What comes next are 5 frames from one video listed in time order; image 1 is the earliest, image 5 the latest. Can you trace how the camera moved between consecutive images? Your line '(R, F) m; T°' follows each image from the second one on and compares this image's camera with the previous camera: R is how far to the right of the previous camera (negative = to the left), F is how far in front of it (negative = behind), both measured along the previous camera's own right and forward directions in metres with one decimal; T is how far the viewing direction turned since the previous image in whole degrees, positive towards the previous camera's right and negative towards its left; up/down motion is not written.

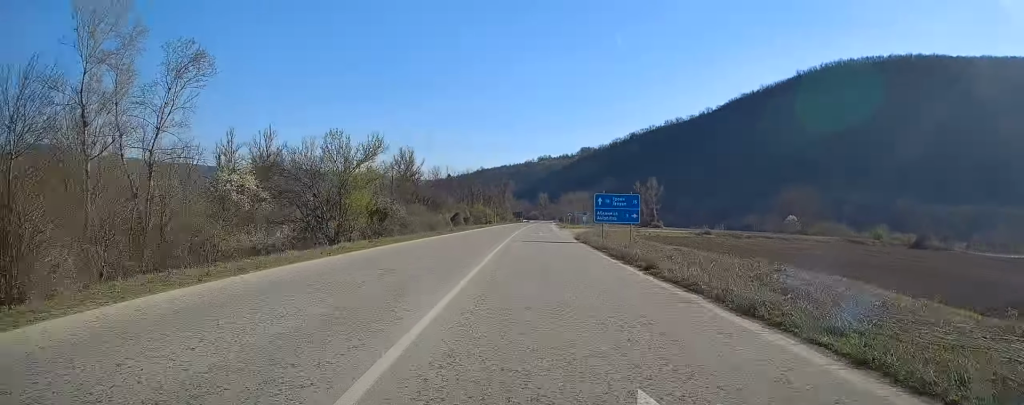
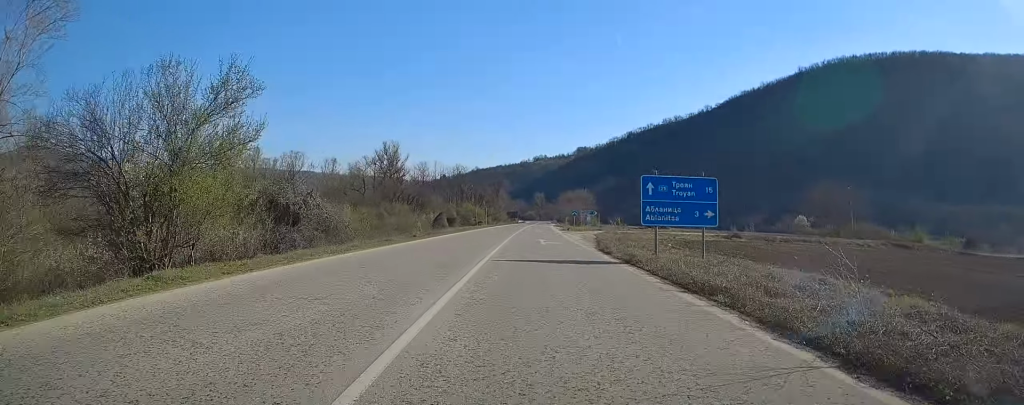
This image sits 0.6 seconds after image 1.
(+0.1, +15.3) m; 0°
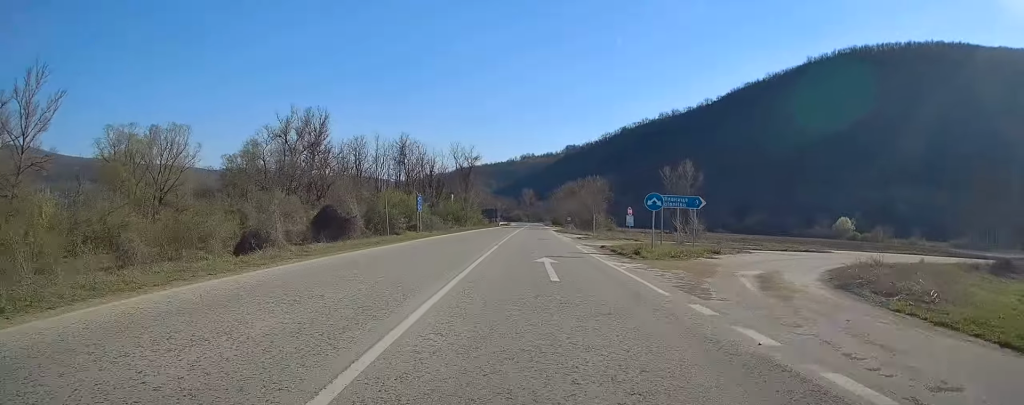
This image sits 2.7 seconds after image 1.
(+0.3, +51.0) m; +1°
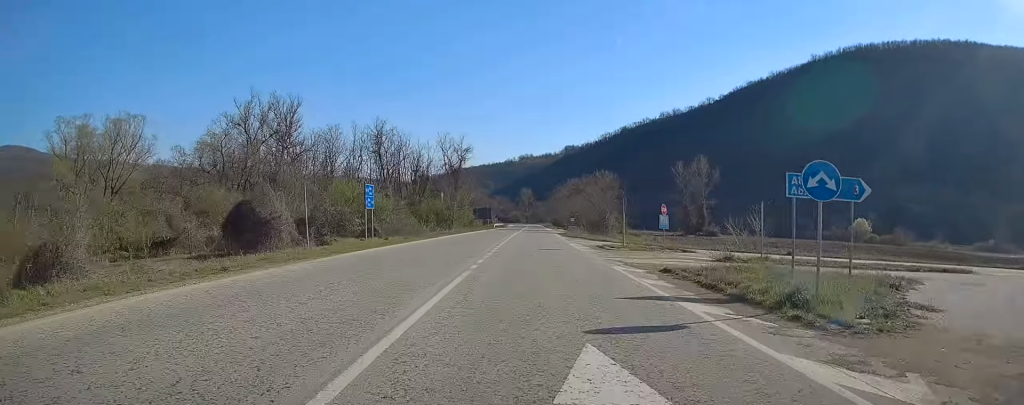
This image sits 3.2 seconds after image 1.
(0.0, +13.7) m; 0°
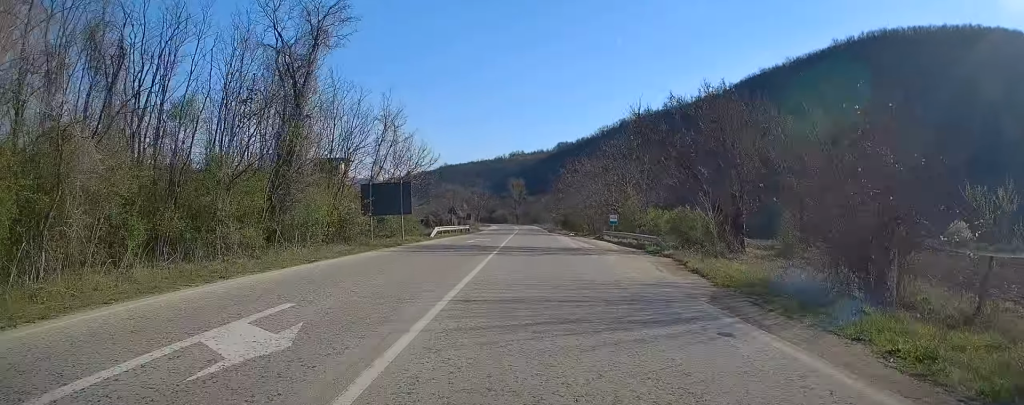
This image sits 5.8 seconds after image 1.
(+0.3, +60.1) m; +1°
